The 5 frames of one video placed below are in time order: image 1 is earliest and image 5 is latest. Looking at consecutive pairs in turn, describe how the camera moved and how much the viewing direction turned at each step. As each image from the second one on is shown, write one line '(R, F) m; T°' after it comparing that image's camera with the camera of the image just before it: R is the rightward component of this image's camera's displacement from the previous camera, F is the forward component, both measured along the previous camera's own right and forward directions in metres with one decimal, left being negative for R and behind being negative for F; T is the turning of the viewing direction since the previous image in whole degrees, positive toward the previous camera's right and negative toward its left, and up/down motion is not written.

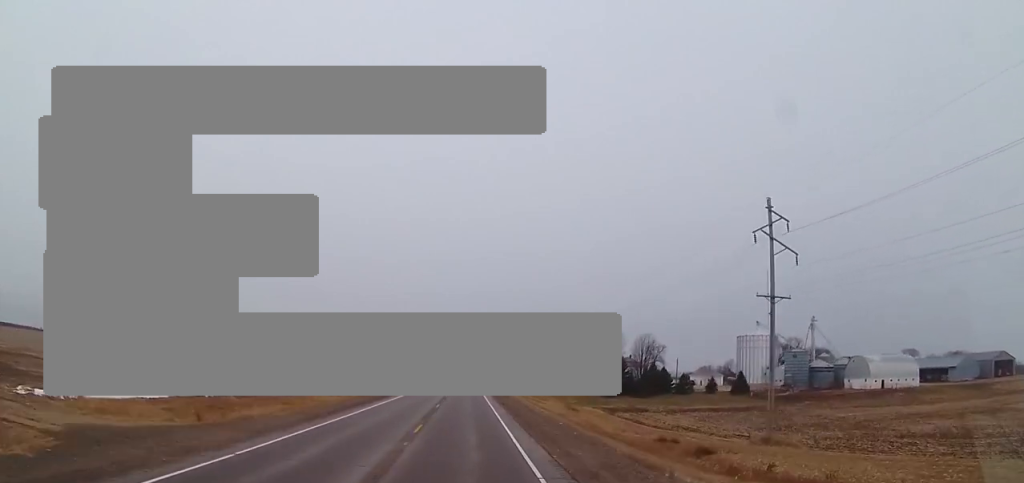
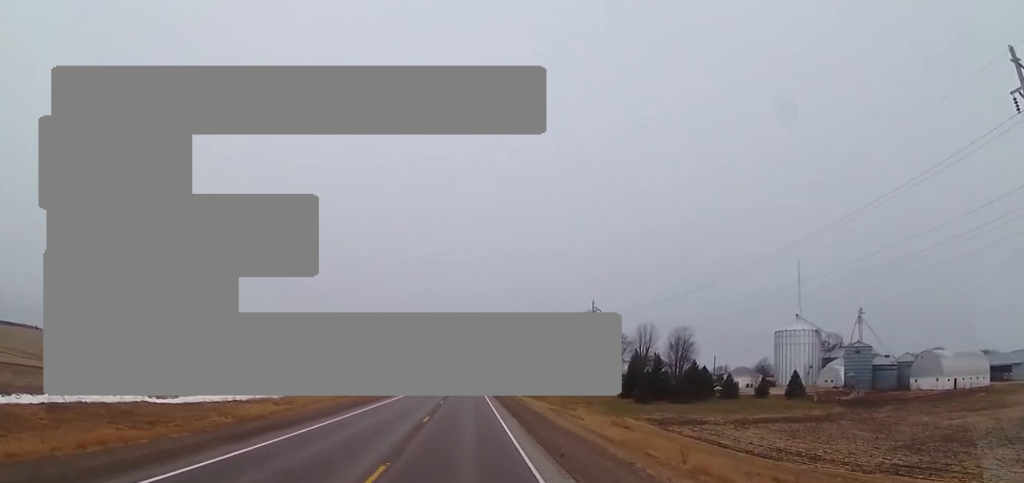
(+0.1, +25.6) m; -1°
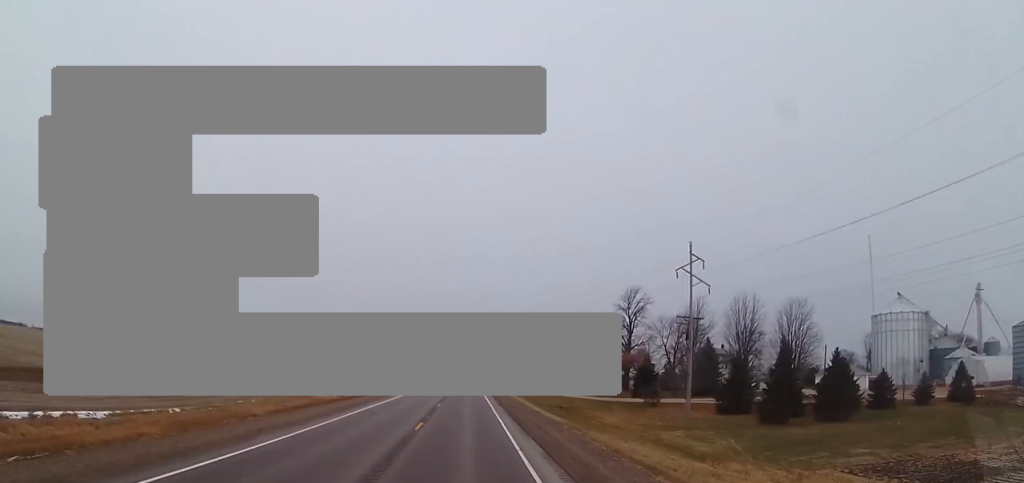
(0.0, +49.2) m; +1°
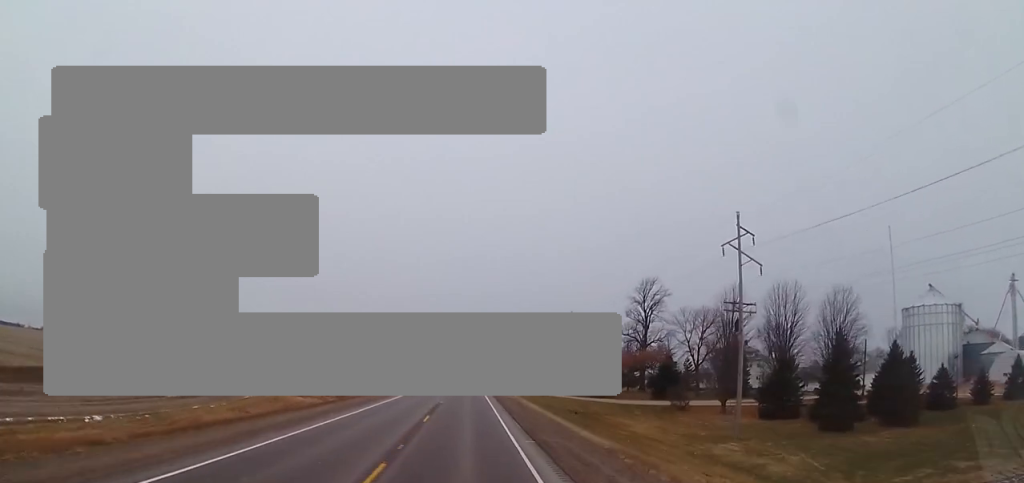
(+0.3, +11.4) m; 0°
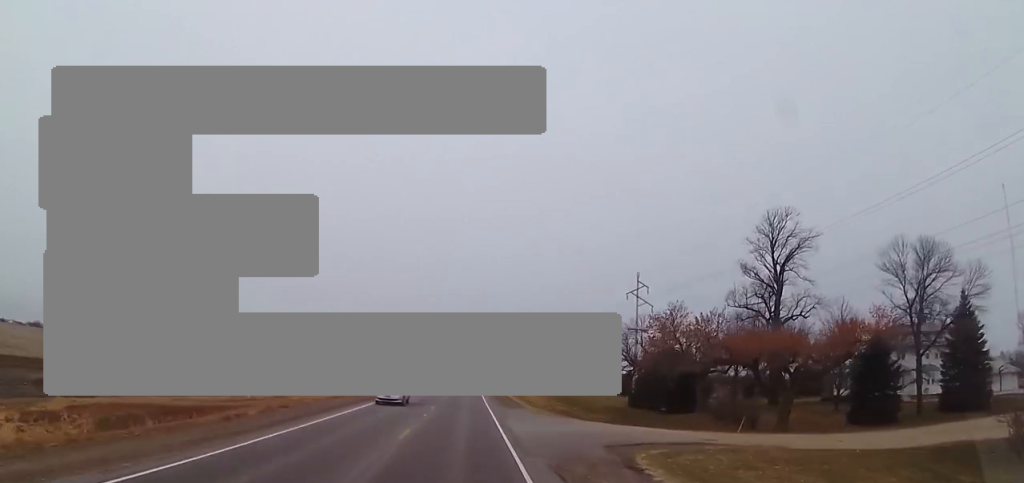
(-0.8, +51.5) m; 0°
